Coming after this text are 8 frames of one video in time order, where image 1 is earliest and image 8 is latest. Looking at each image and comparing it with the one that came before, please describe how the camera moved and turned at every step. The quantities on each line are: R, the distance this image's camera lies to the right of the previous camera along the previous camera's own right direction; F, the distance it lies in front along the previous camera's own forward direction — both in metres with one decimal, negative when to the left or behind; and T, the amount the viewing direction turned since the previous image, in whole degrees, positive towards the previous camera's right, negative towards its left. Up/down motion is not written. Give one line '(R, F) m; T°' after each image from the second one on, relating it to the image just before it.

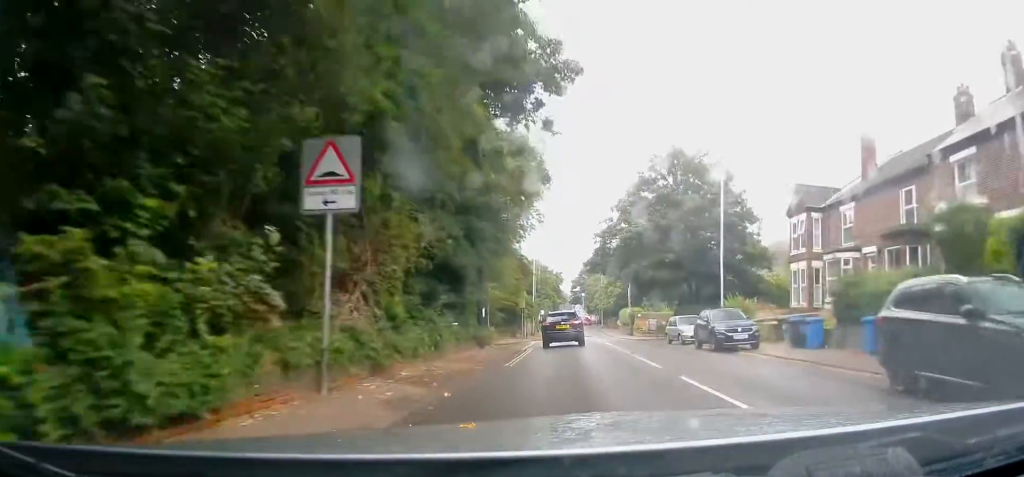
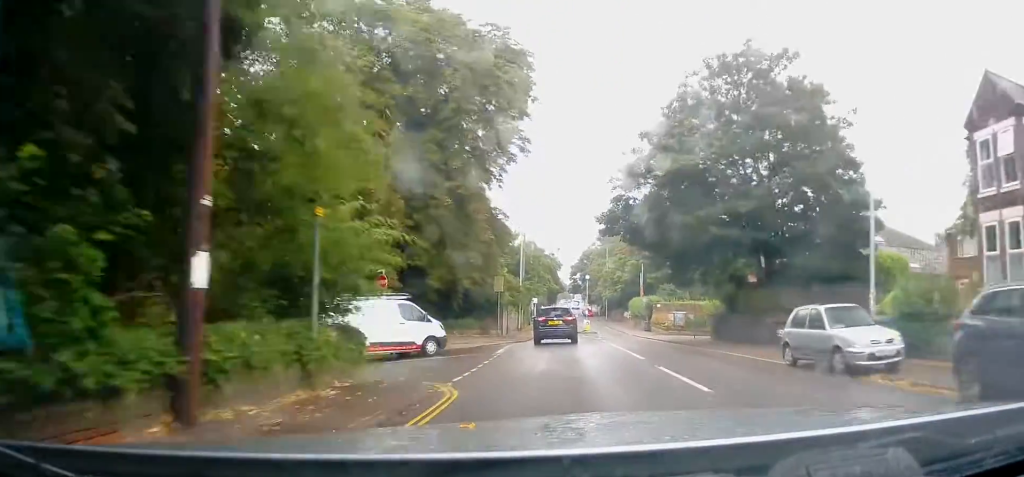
(-0.5, +17.5) m; -1°
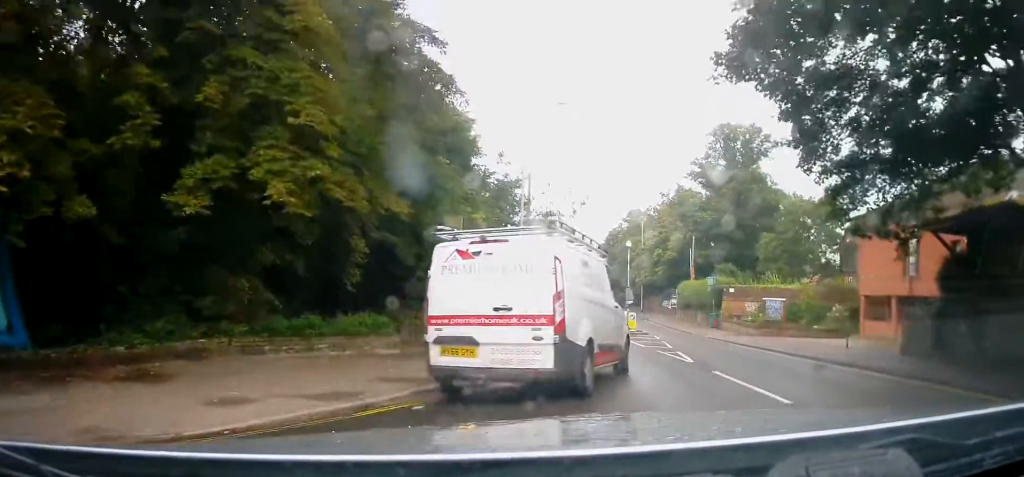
(+0.6, +19.5) m; +1°
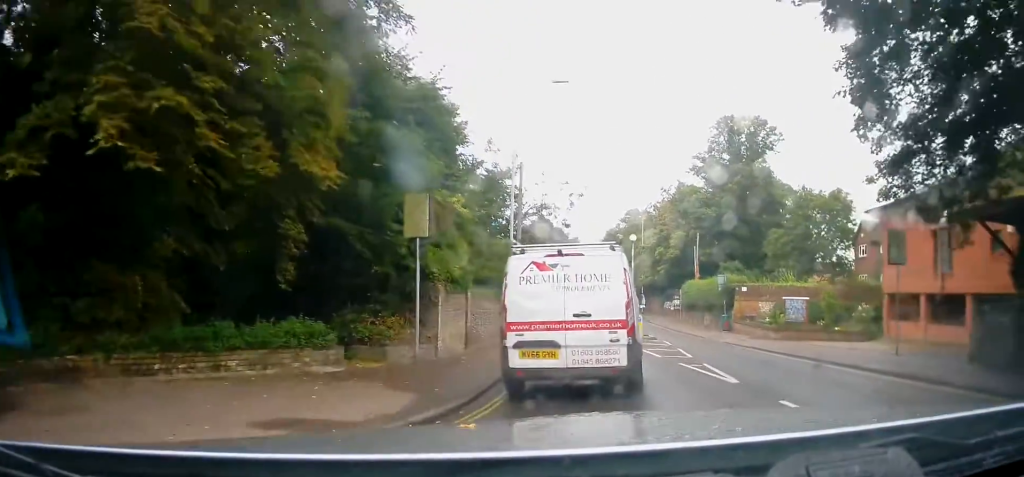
(-0.2, +4.1) m; 0°
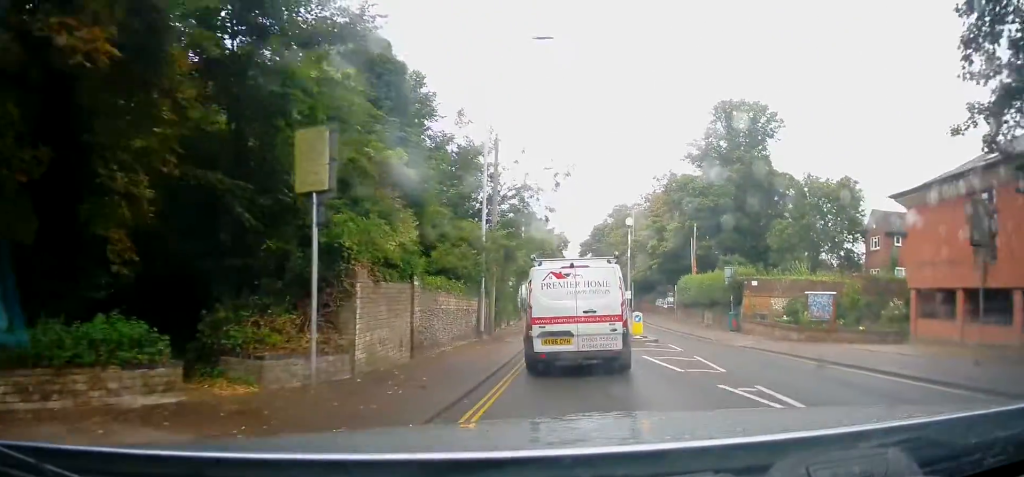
(+0.1, +5.2) m; 0°
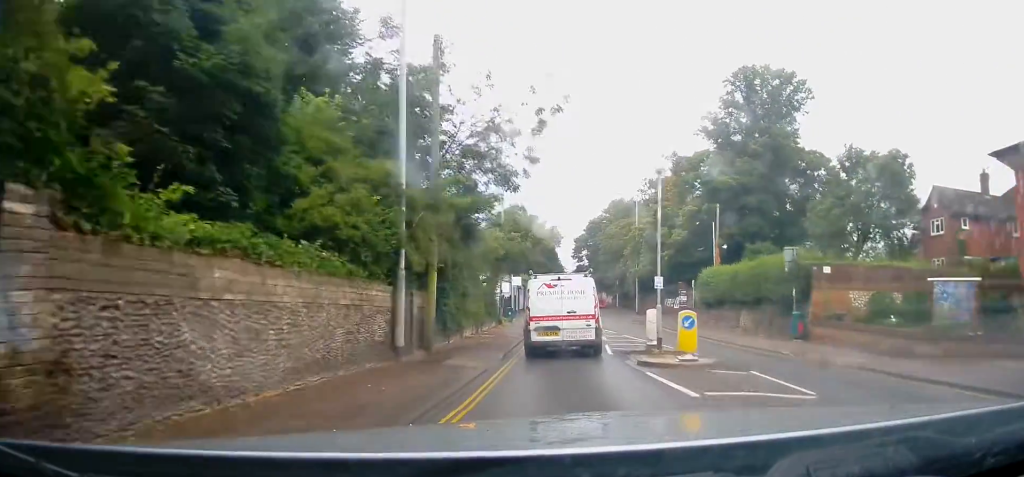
(-0.1, +10.1) m; -1°
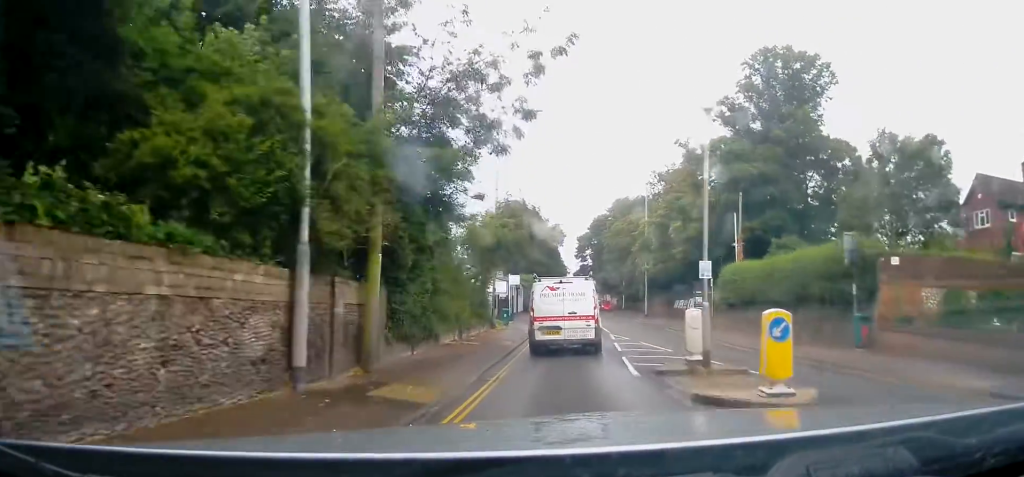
(0.0, +5.0) m; 0°
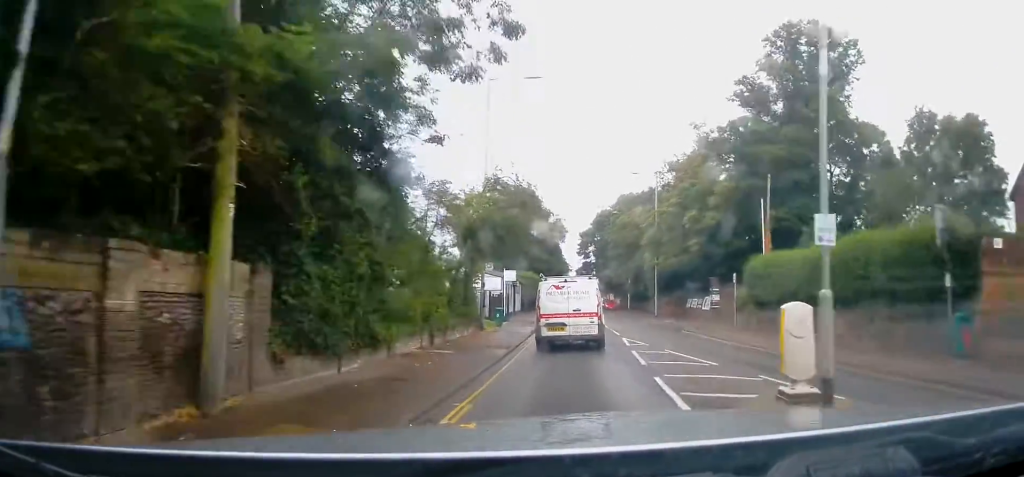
(0.0, +4.7) m; 0°
